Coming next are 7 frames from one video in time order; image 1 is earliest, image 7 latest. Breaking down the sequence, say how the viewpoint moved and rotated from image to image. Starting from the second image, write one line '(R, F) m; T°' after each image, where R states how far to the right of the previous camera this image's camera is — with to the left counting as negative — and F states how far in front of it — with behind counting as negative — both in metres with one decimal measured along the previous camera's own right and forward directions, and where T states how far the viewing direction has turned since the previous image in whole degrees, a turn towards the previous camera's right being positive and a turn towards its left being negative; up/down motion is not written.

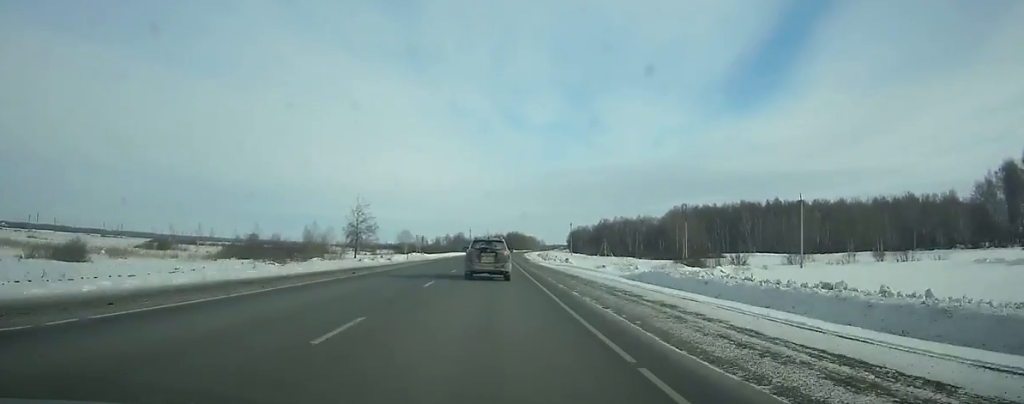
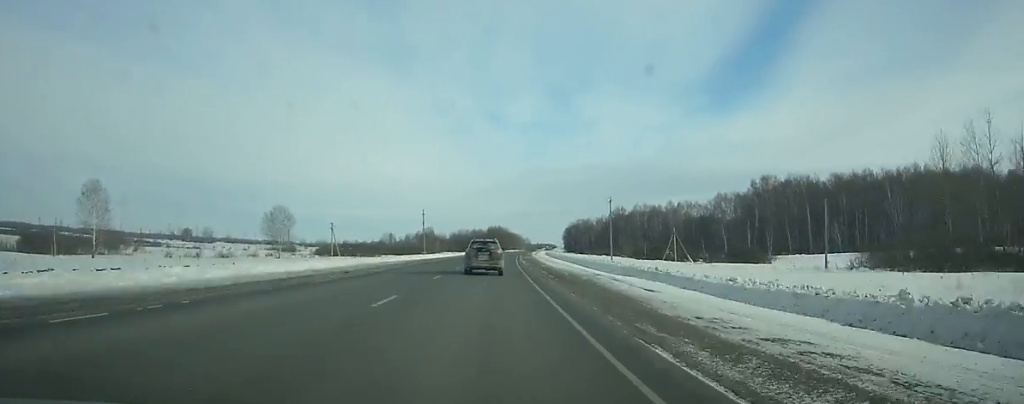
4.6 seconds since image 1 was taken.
(+2.1, +116.8) m; +2°
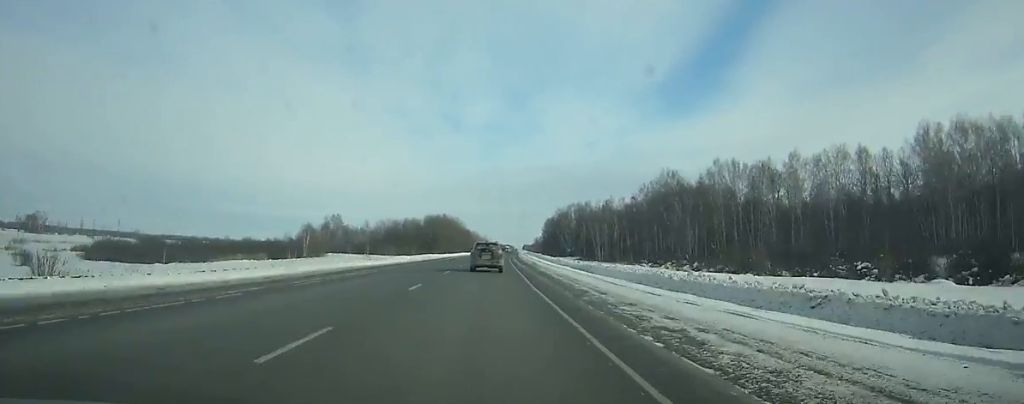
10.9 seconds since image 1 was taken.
(+5.2, +162.3) m; +3°
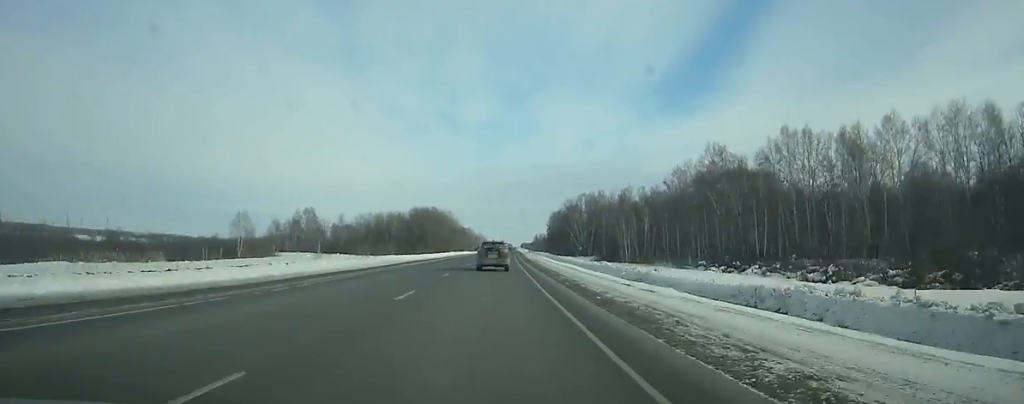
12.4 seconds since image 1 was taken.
(+0.1, +39.2) m; +1°
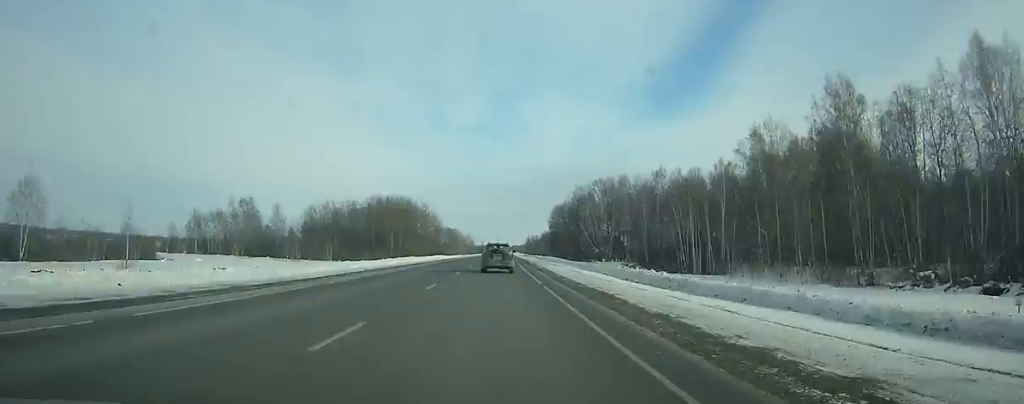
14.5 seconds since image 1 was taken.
(+0.4, +55.3) m; +1°
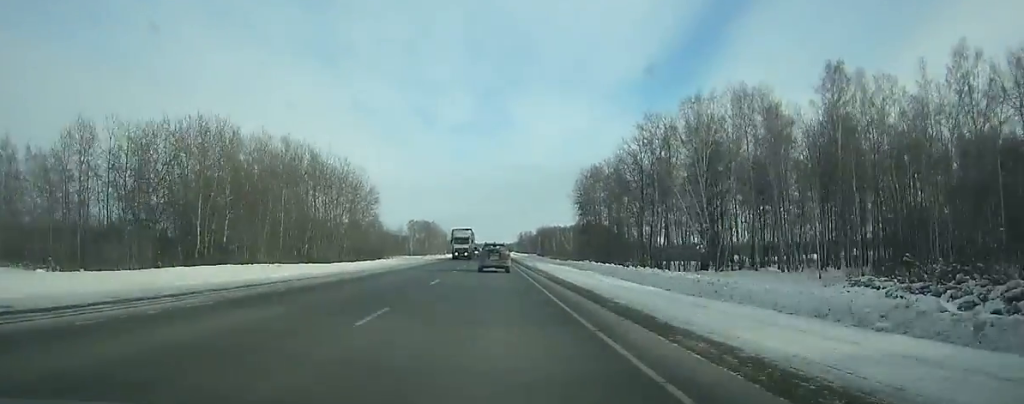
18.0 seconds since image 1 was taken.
(+1.0, +93.1) m; +1°
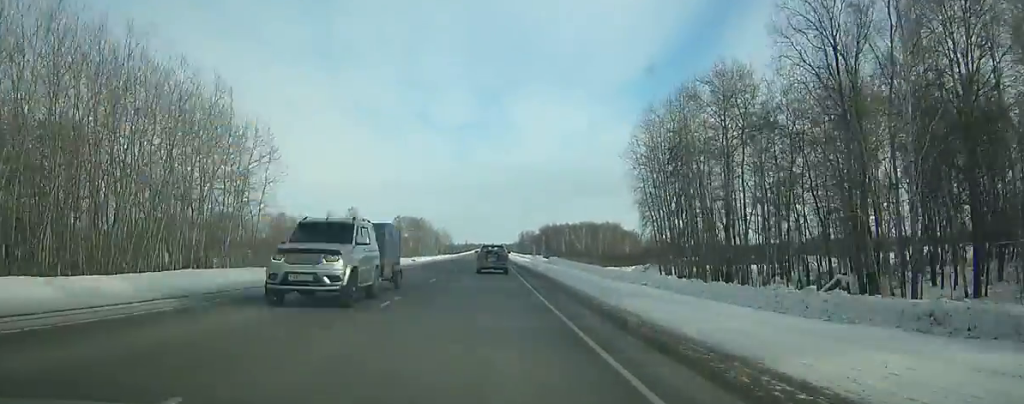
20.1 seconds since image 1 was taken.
(+0.1, +56.5) m; 0°
